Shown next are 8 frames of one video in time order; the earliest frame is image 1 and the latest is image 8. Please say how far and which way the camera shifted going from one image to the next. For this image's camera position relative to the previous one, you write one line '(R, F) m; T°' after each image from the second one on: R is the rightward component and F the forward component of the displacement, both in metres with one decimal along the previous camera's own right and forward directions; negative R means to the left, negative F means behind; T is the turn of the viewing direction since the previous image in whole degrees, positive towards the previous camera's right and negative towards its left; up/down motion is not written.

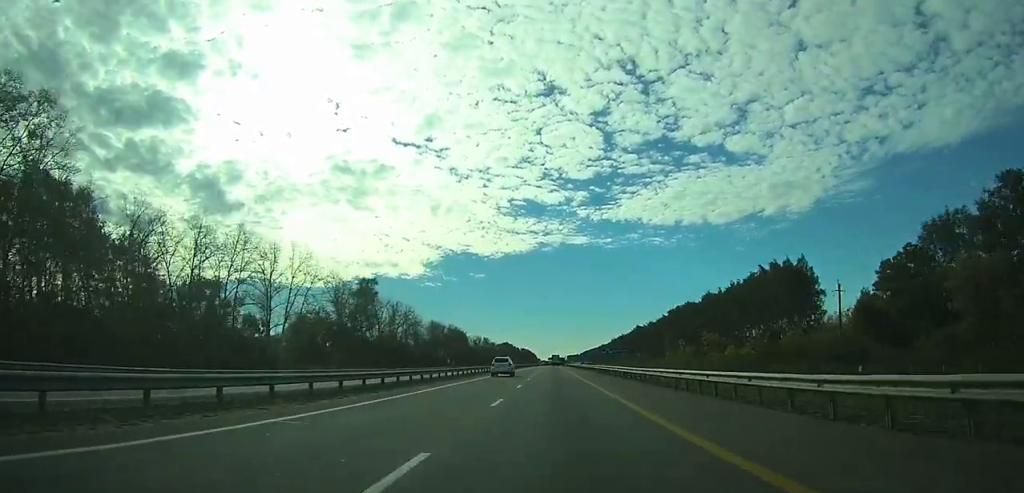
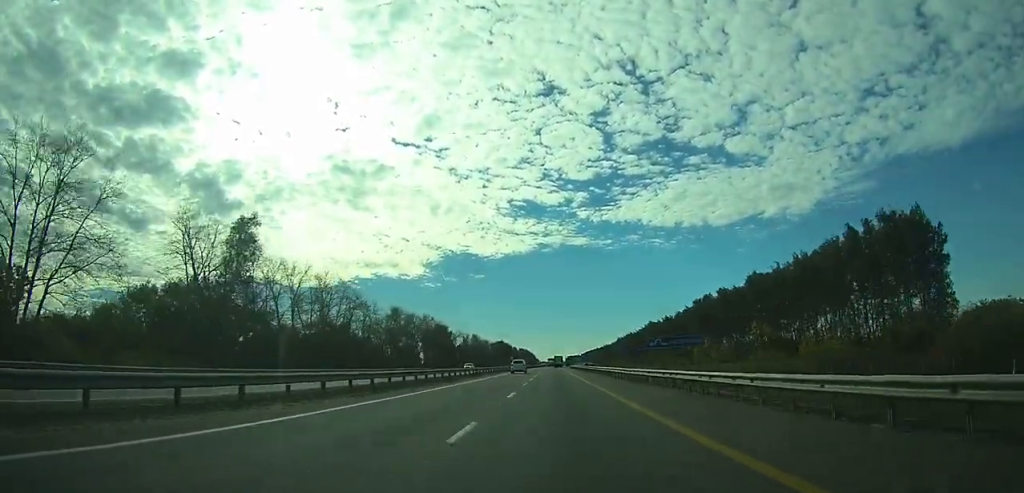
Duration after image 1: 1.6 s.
(0.0, +43.7) m; 0°
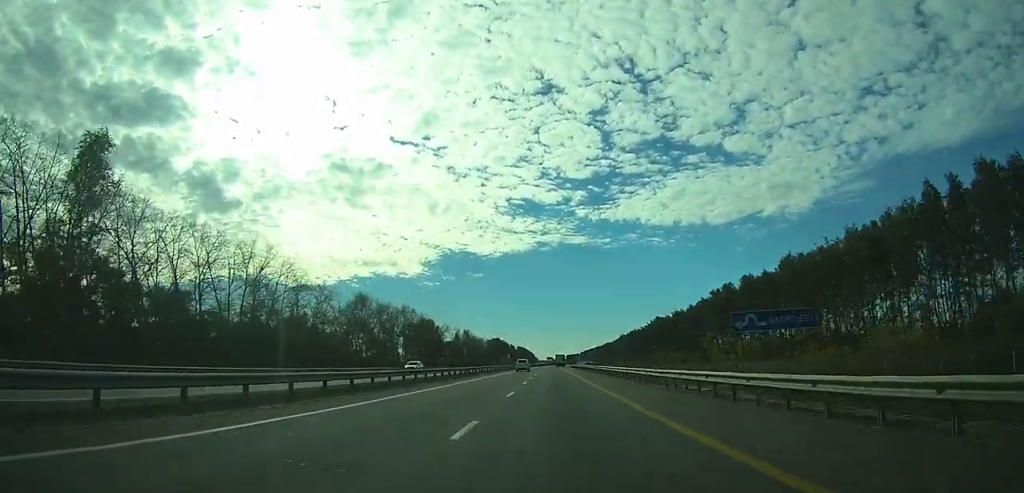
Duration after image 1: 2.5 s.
(0.0, +23.6) m; 0°
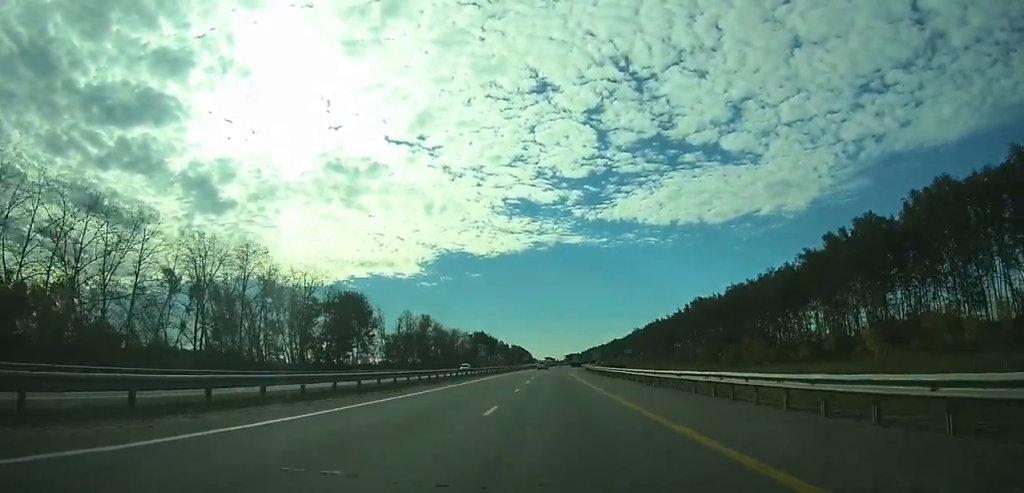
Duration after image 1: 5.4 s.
(-0.1, +79.4) m; 0°
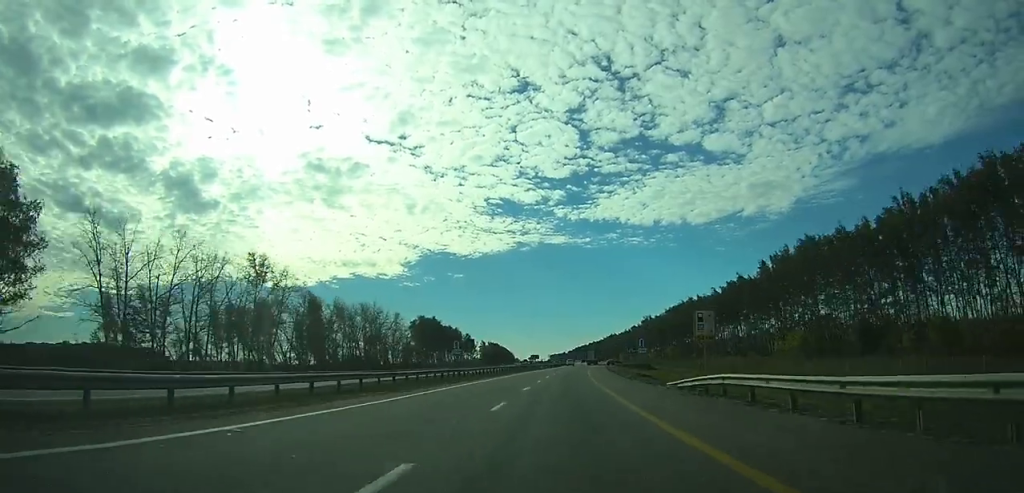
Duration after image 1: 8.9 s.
(+0.8, +93.2) m; +1°
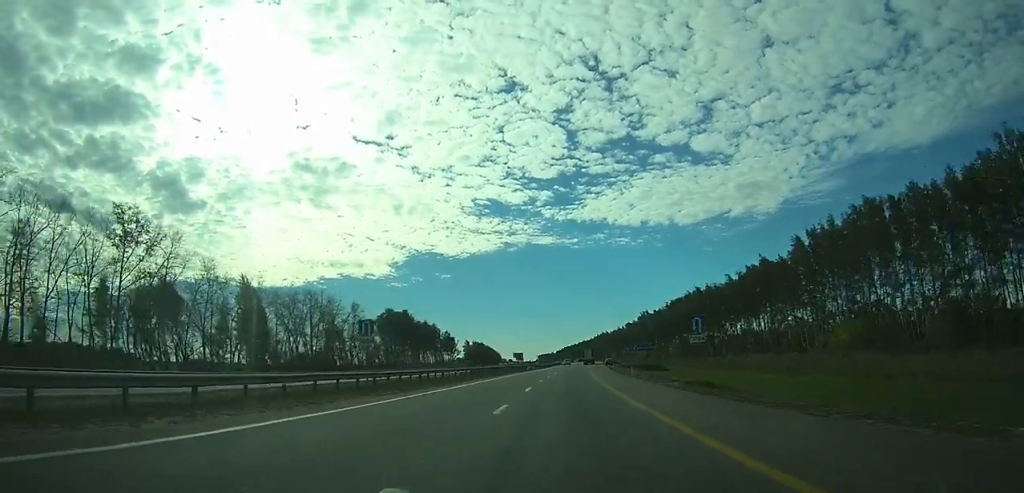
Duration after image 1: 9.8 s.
(+0.2, +25.1) m; +1°
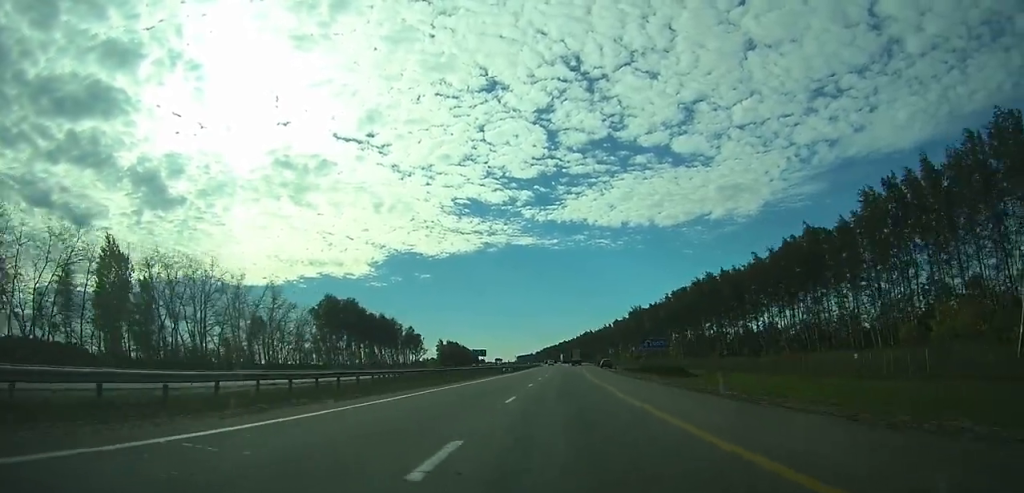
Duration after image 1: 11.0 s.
(+0.1, +32.1) m; +1°
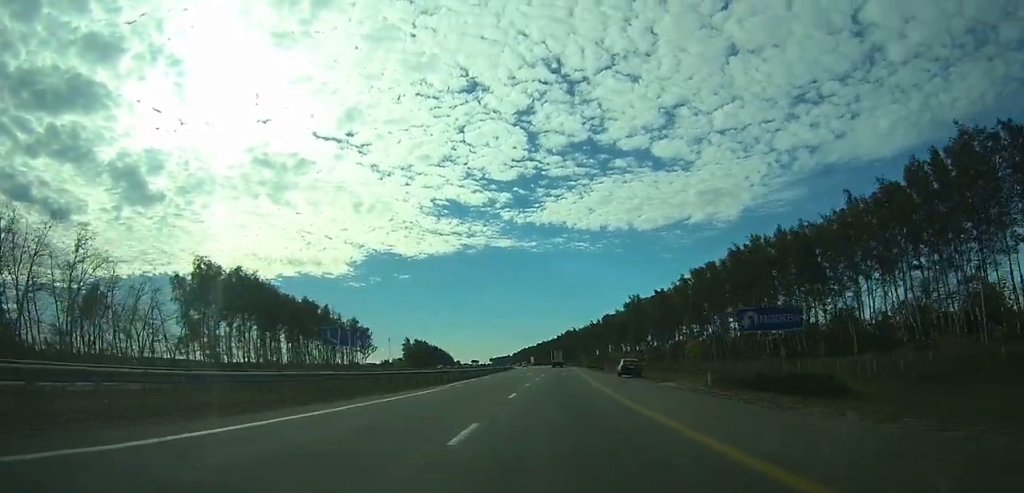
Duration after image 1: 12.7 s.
(+0.8, +44.5) m; +2°
